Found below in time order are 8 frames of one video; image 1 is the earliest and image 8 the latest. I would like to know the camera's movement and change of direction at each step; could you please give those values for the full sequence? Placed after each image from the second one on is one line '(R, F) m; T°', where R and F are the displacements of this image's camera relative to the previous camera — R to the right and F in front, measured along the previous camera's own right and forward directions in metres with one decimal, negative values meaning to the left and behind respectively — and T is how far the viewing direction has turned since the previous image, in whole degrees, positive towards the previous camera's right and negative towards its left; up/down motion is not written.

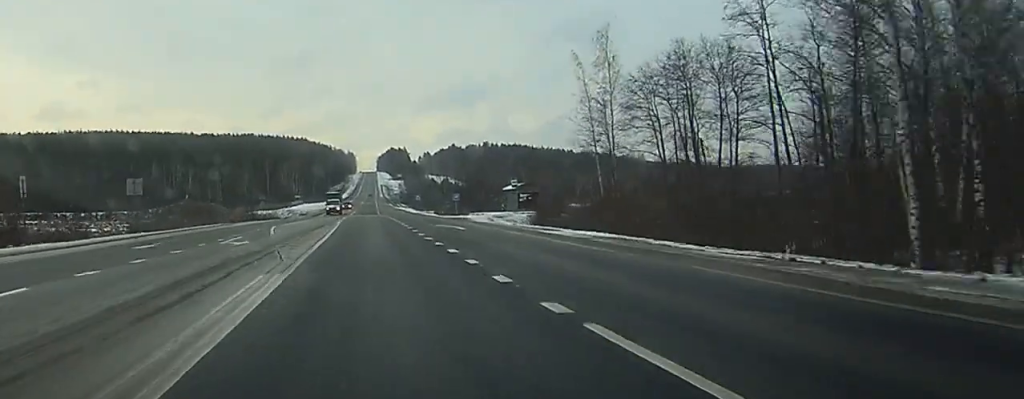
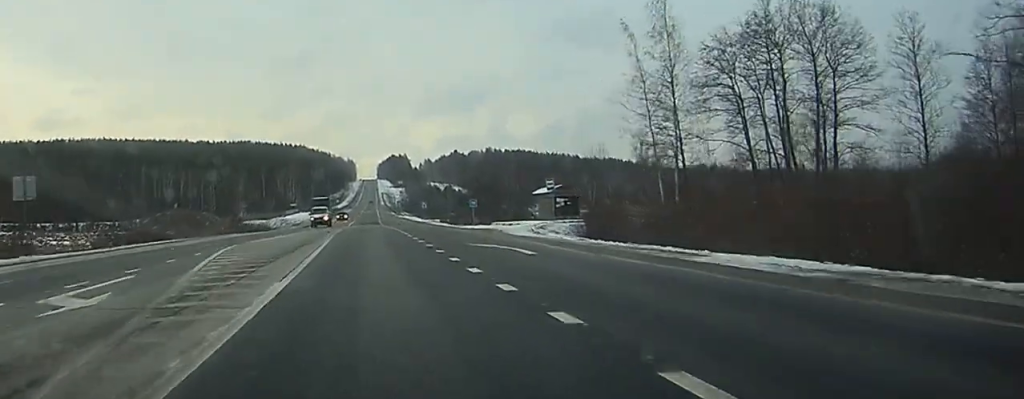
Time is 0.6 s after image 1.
(-0.1, +16.4) m; 0°
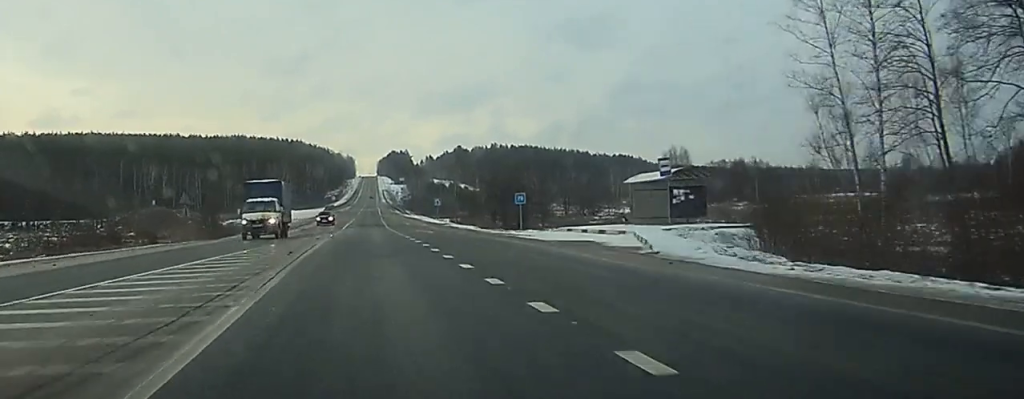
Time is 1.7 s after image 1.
(+0.1, +26.6) m; 0°
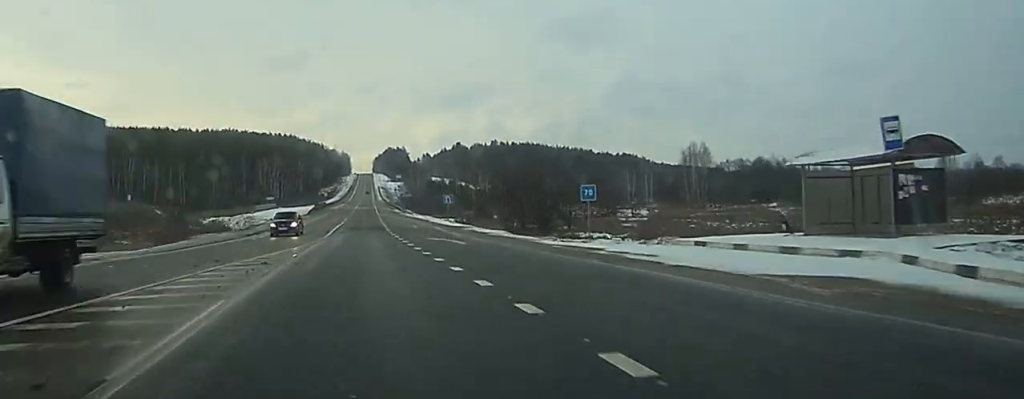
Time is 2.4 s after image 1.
(0.0, +19.7) m; 0°
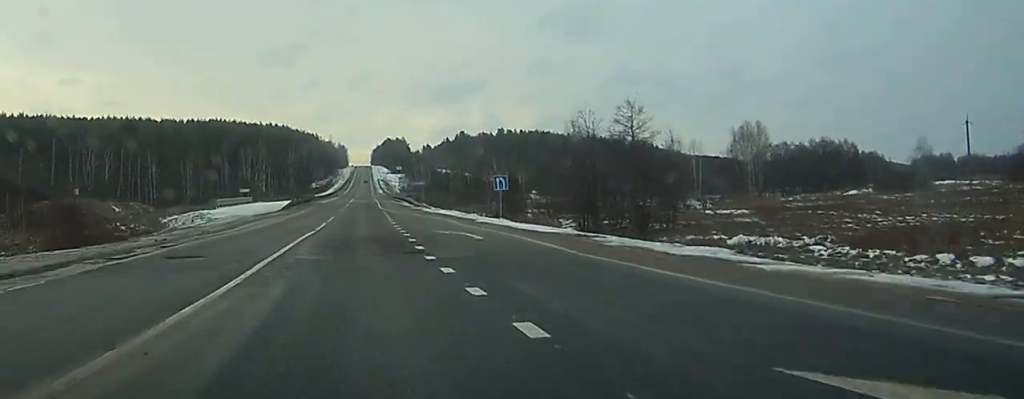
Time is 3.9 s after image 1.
(-0.1, +37.9) m; 0°
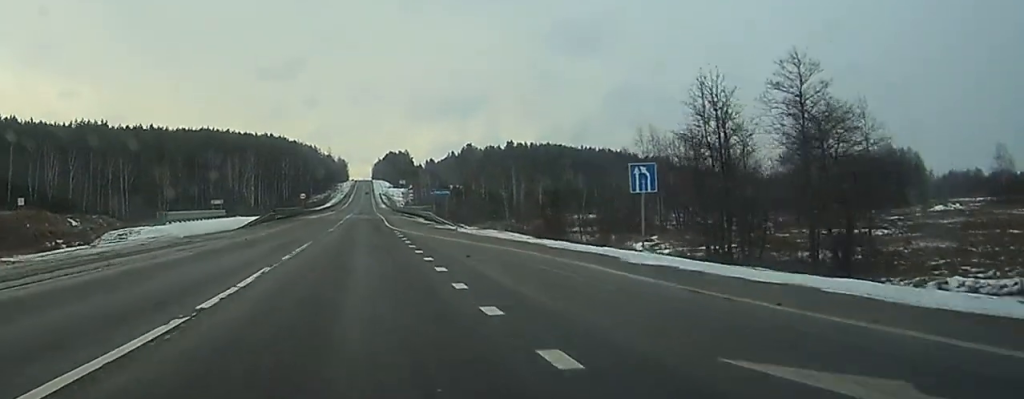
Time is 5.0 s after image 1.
(0.0, +29.7) m; 0°
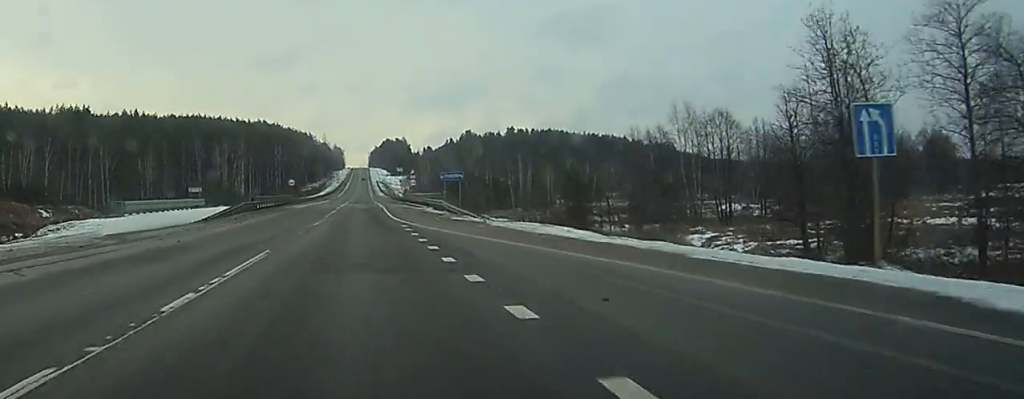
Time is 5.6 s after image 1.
(0.0, +14.1) m; 0°
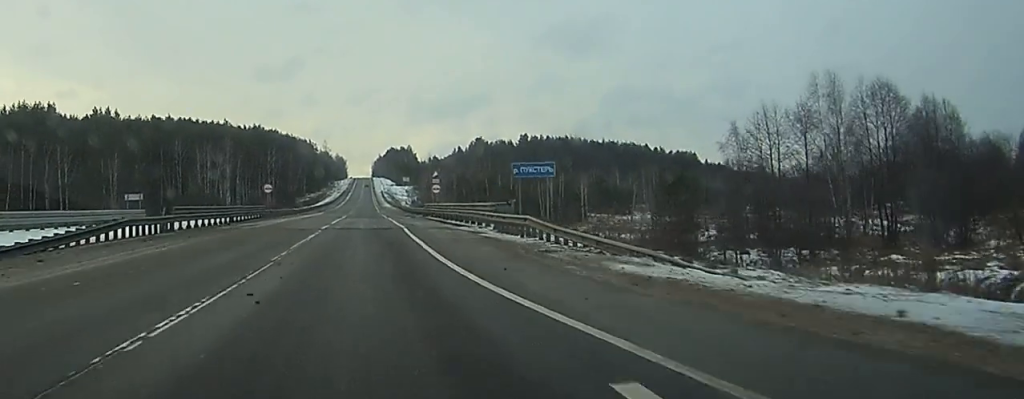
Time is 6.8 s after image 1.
(+0.2, +32.3) m; +1°
